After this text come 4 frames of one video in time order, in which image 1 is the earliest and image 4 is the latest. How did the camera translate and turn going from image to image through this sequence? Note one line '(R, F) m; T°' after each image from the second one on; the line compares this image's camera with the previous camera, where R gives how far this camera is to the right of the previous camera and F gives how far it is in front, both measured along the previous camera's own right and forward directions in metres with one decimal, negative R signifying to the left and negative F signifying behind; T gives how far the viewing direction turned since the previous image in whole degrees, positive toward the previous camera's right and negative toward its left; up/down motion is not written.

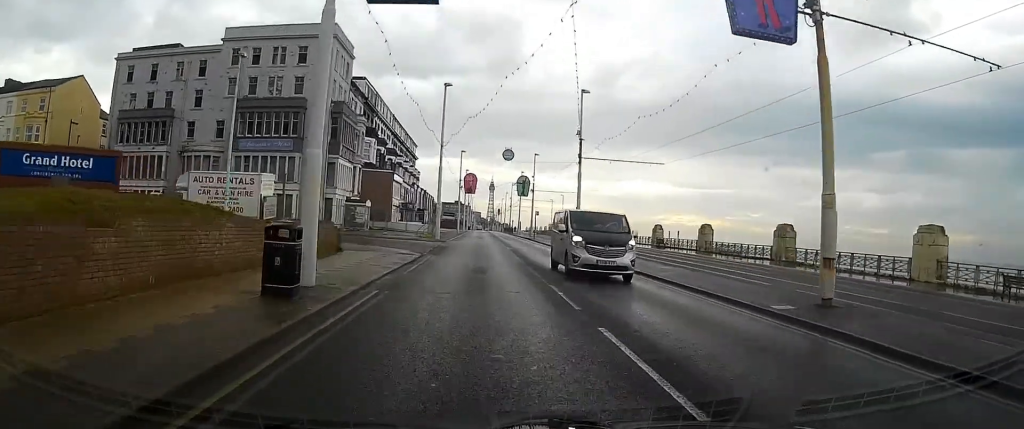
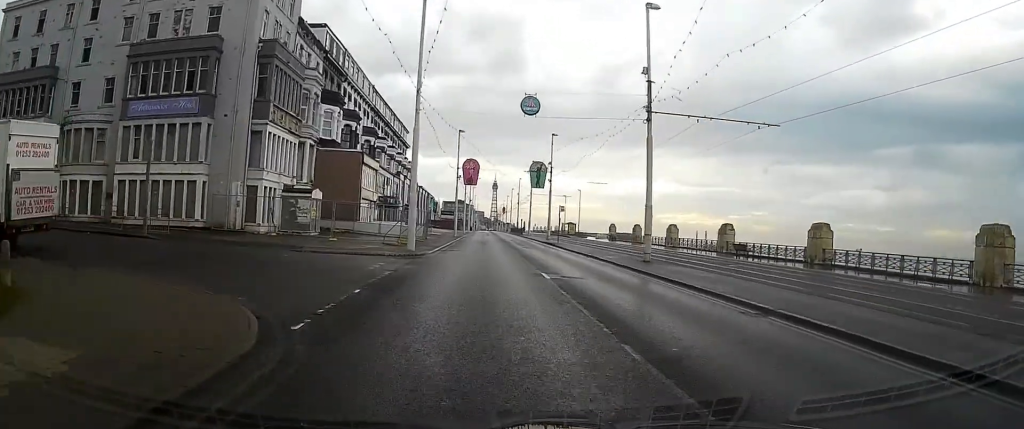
(+0.1, +18.9) m; +1°
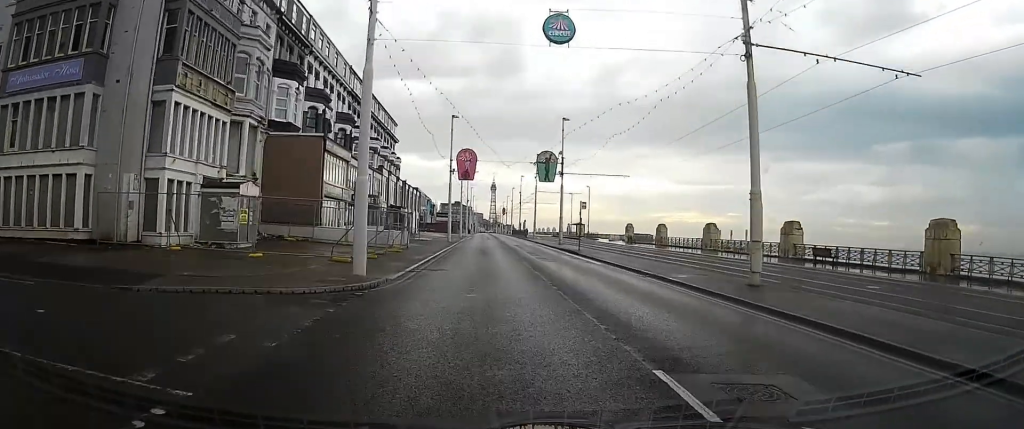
(+0.1, +11.2) m; 0°
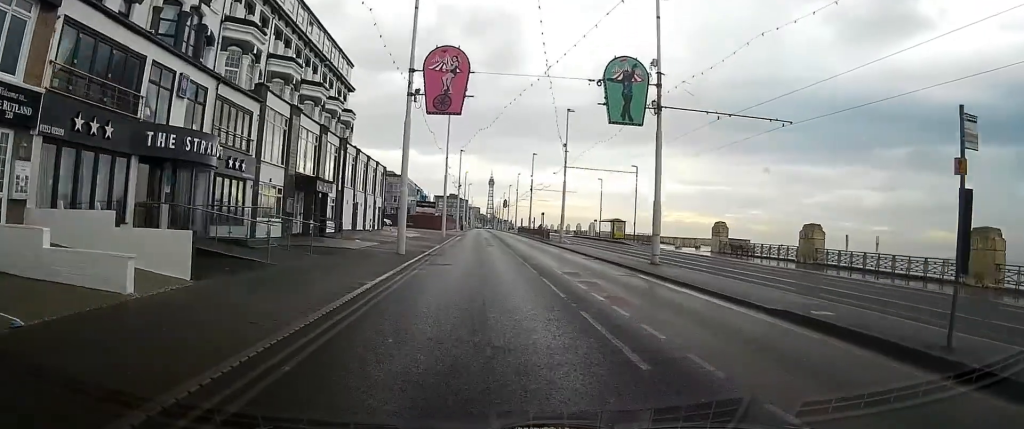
(0.0, +32.1) m; -1°
